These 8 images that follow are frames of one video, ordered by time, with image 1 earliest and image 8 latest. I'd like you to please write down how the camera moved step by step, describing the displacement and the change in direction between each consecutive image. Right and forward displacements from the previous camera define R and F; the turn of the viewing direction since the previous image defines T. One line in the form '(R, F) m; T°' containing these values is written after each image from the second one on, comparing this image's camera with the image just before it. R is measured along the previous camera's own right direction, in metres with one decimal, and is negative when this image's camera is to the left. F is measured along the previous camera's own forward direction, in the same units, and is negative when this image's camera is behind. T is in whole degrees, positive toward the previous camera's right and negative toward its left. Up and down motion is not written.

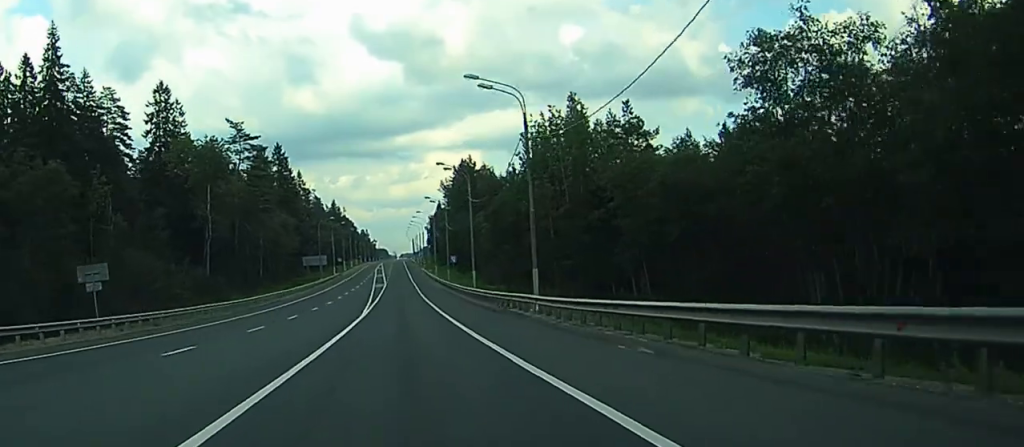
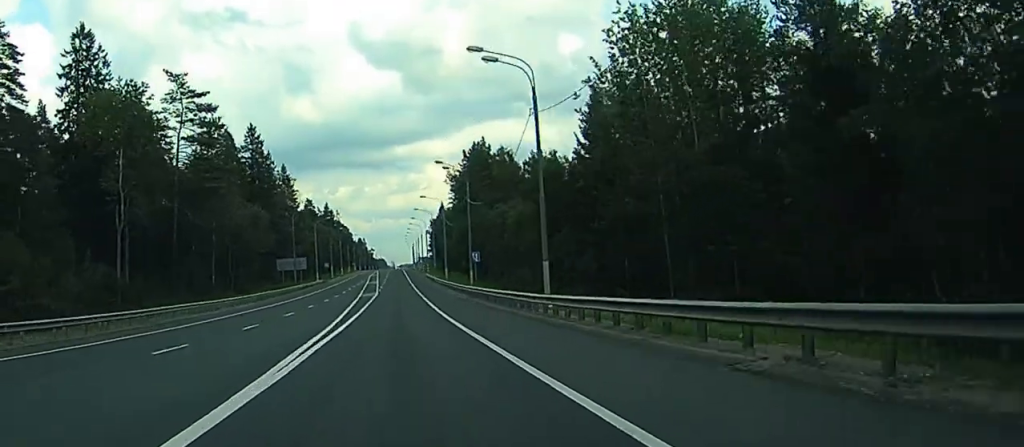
(-1.9, +35.8) m; -3°
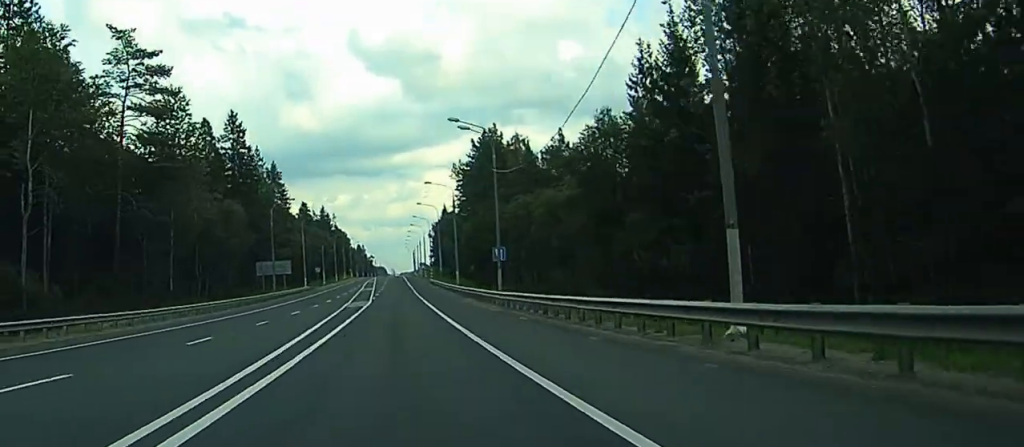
(+0.8, +20.4) m; +2°
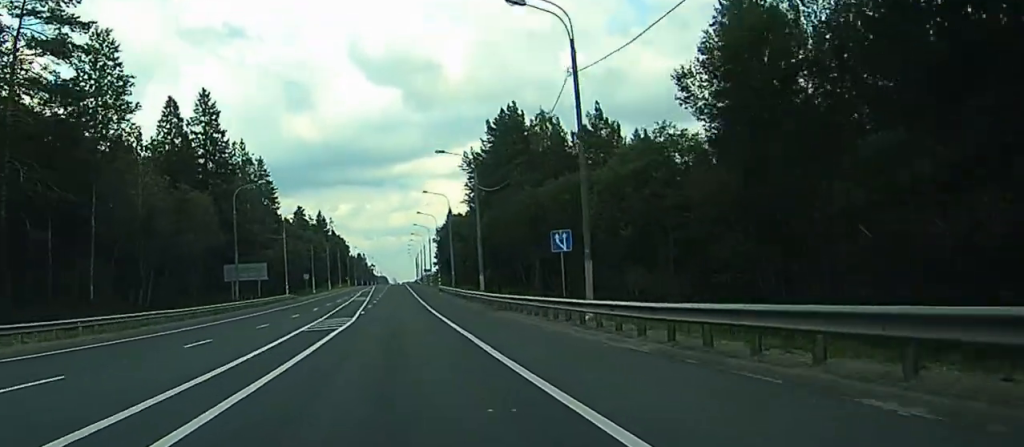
(+0.3, +24.0) m; +1°
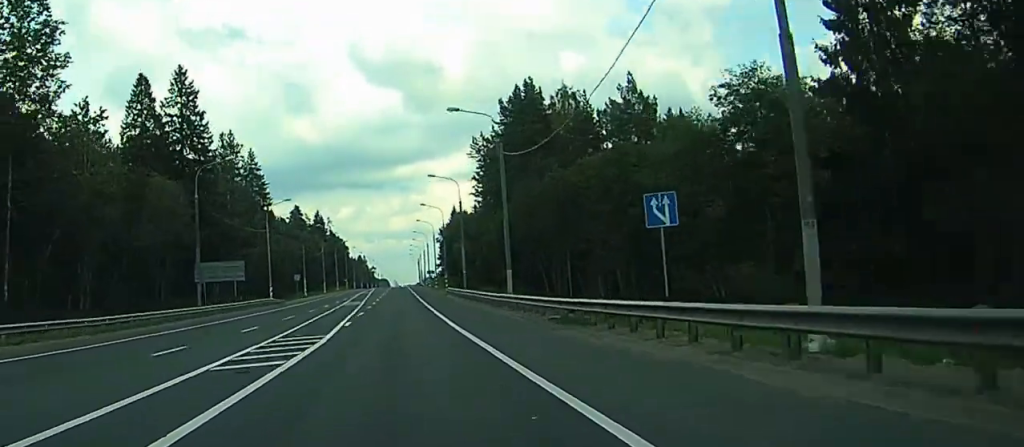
(0.0, +15.2) m; 0°
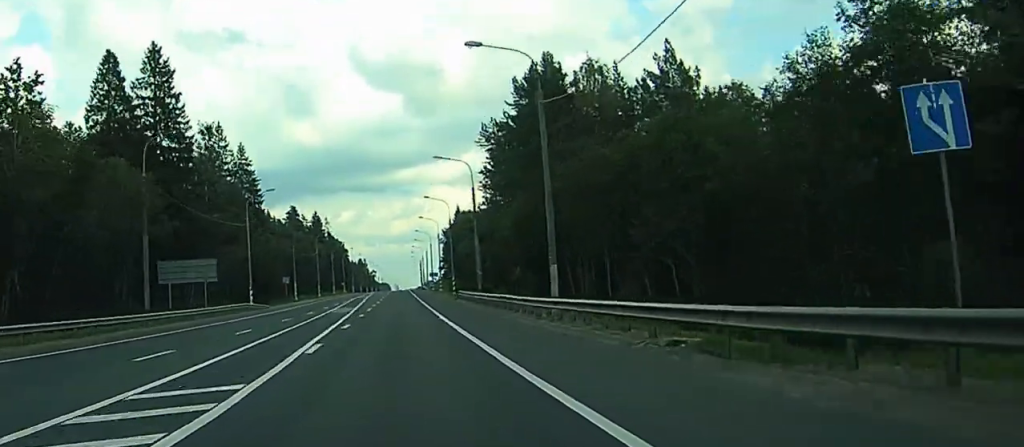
(0.0, +13.4) m; 0°
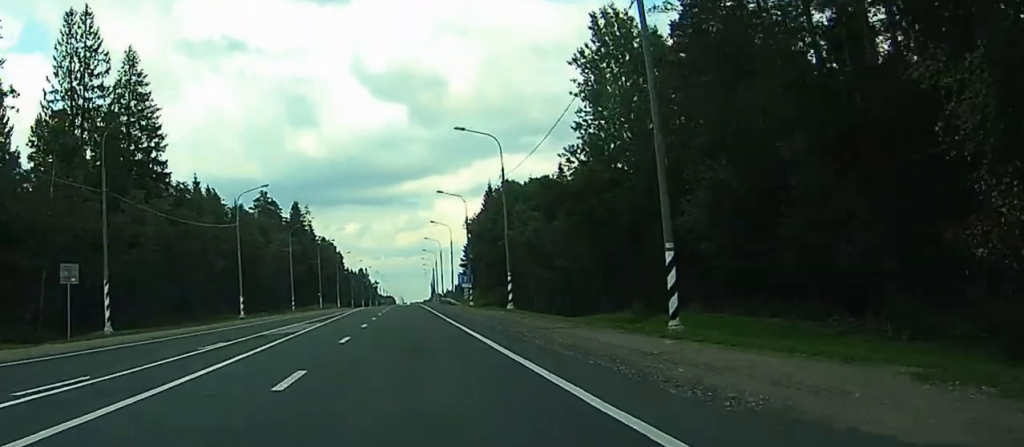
(-0.7, +78.3) m; -1°
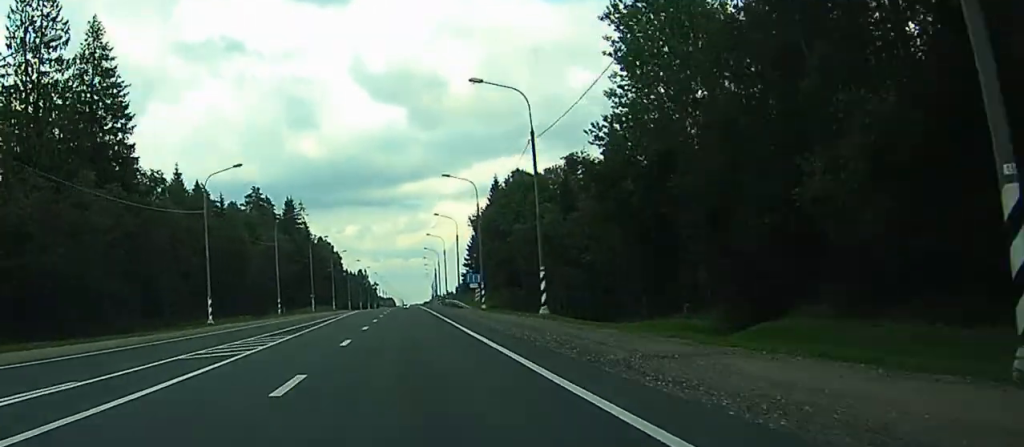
(0.0, +12.4) m; 0°
